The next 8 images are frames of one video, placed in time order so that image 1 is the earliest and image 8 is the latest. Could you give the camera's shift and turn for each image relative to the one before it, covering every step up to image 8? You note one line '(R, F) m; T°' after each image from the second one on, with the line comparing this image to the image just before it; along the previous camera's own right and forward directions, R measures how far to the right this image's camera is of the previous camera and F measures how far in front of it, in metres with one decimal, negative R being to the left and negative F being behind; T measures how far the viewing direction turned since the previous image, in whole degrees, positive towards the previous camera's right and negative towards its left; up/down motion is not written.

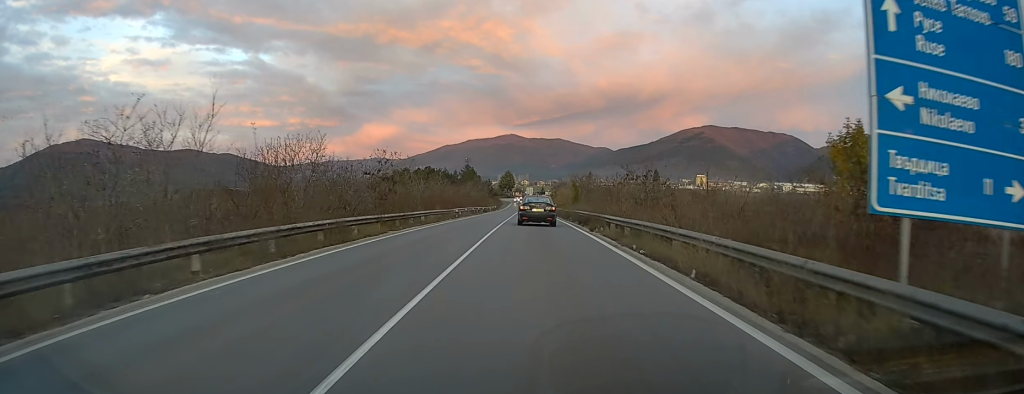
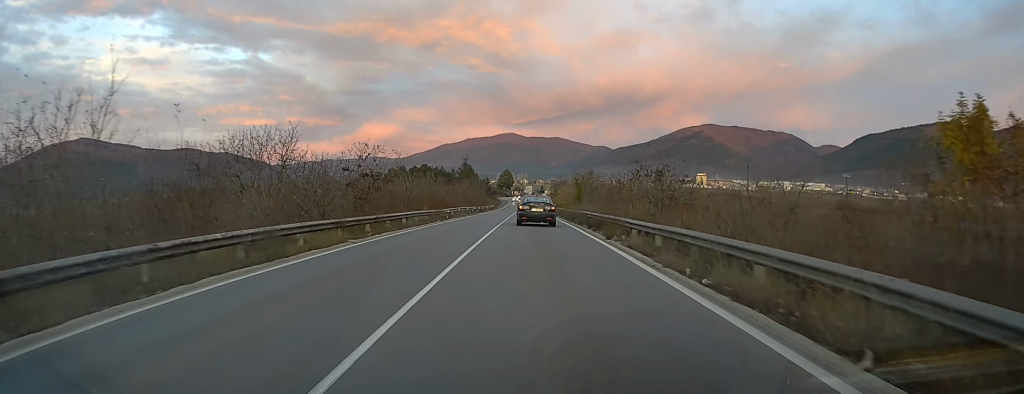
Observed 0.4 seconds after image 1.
(0.0, +5.5) m; 0°
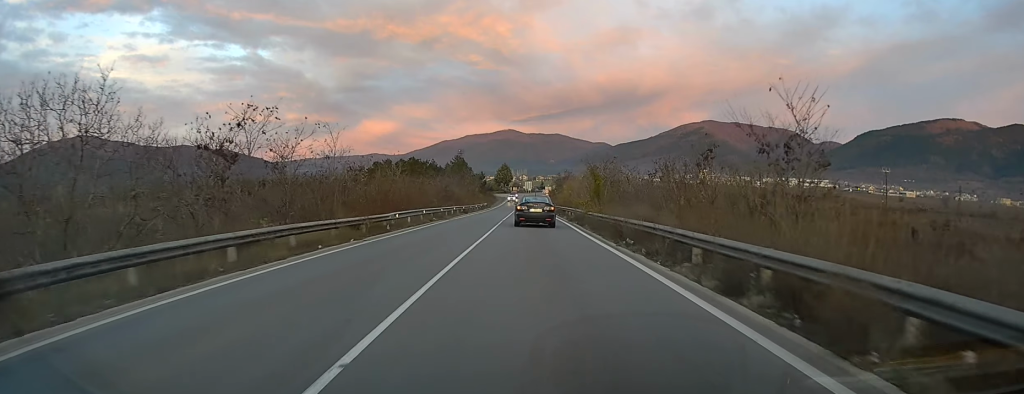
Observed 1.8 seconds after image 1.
(0.0, +19.2) m; -1°
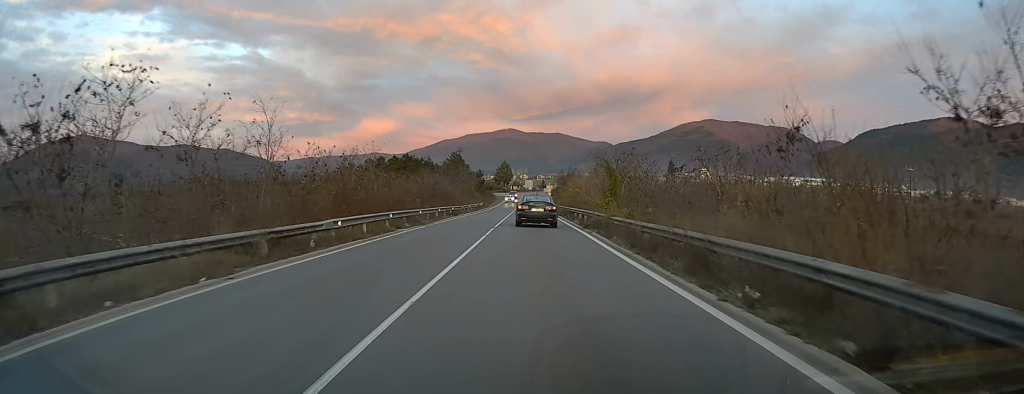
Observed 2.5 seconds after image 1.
(-0.1, +9.6) m; 0°
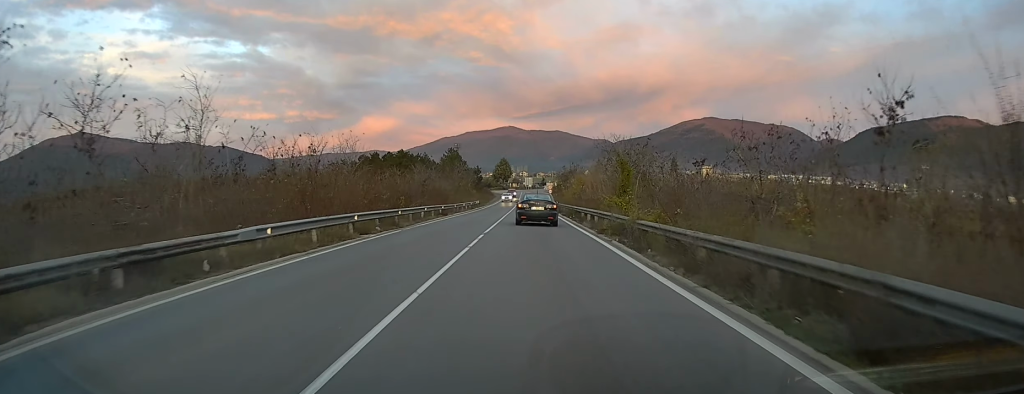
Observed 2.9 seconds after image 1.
(-0.1, +5.9) m; 0°
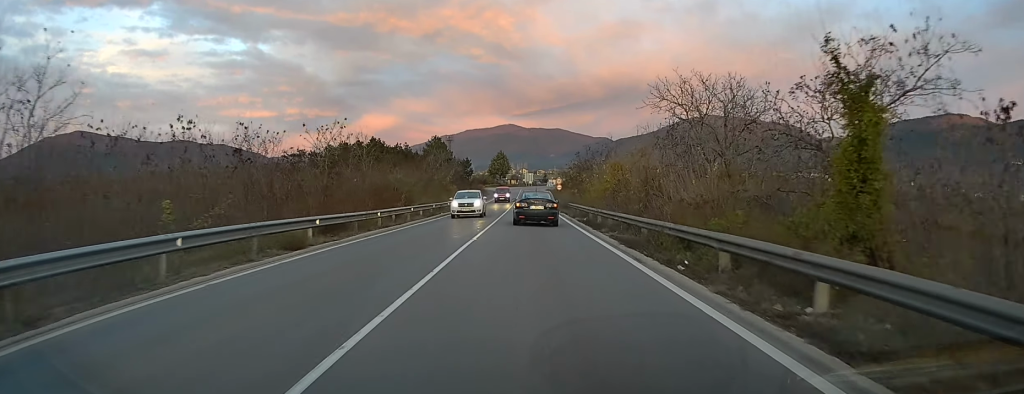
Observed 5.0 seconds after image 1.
(+0.7, +28.1) m; +1°
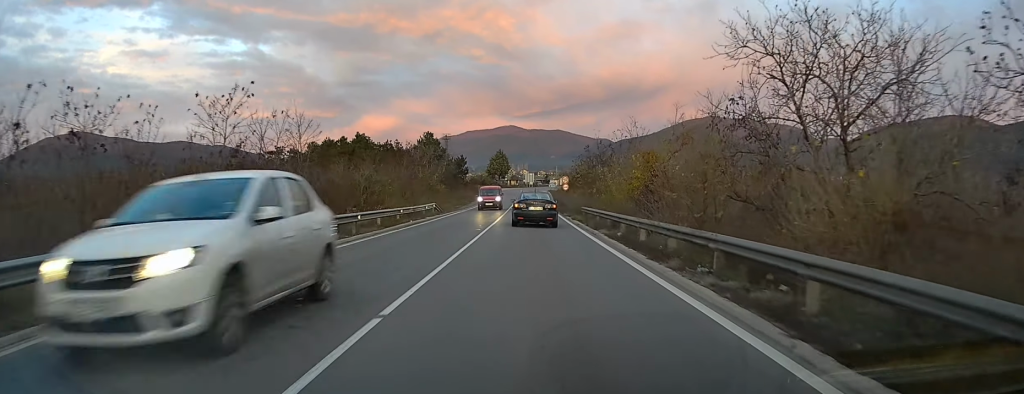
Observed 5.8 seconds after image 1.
(-0.2, +11.0) m; -1°
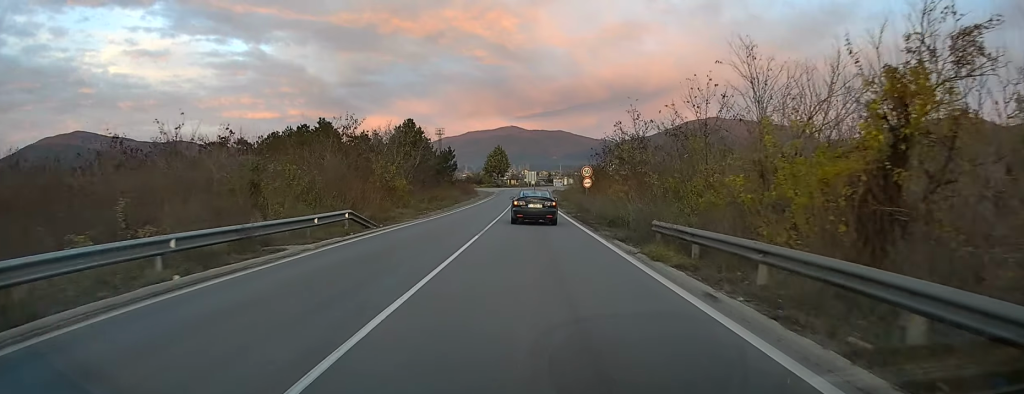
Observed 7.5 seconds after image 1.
(-0.1, +20.9) m; 0°
